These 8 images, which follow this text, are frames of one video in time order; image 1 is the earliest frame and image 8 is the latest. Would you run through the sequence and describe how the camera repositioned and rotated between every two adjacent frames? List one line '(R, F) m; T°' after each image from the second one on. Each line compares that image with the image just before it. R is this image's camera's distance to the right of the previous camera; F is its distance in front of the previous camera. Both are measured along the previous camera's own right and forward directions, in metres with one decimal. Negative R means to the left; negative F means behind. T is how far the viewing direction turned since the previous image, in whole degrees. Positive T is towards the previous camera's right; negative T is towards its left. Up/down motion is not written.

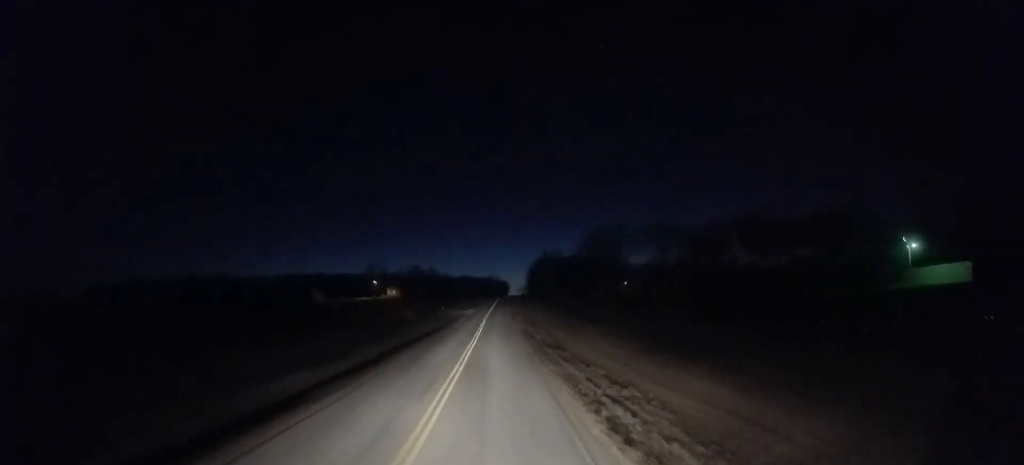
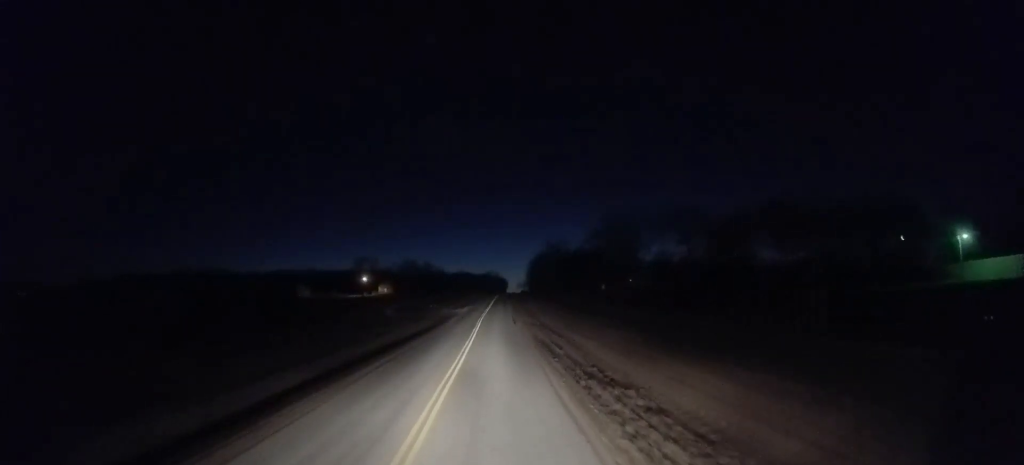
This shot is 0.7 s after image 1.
(-0.4, +14.6) m; 0°
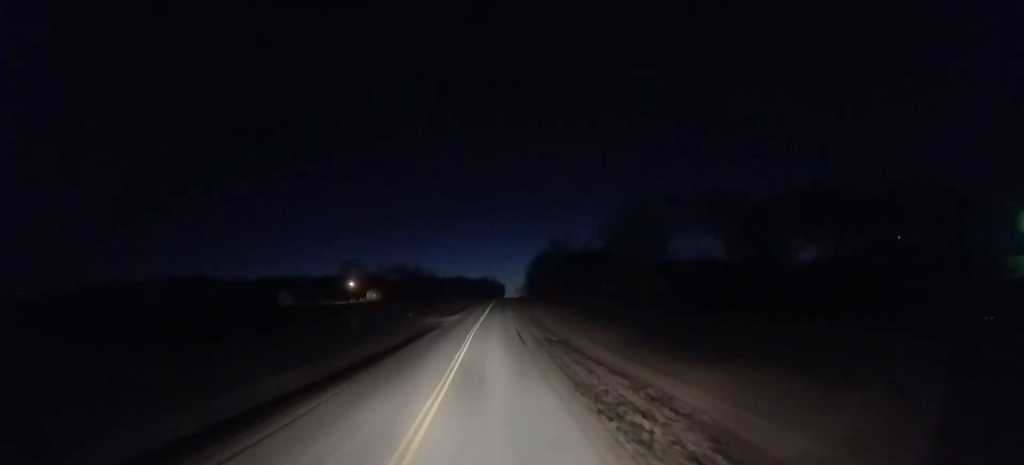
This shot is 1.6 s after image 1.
(+0.4, +16.7) m; +1°
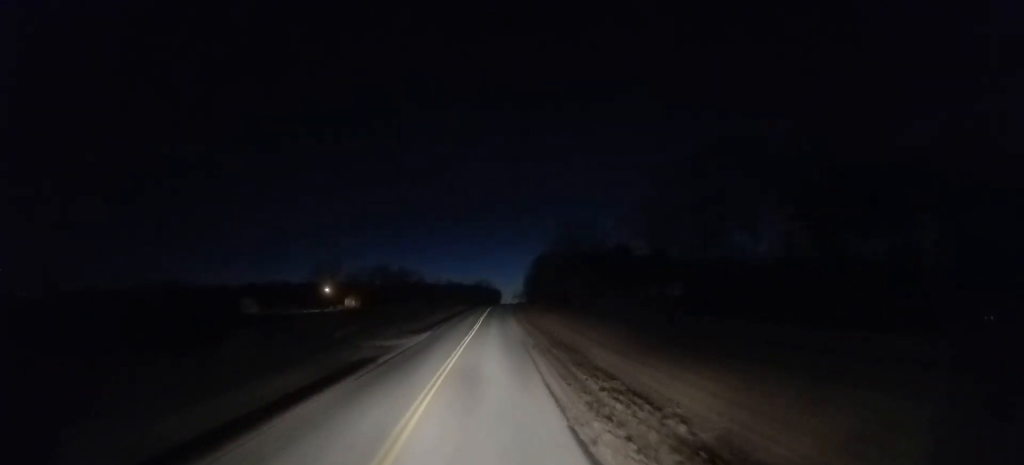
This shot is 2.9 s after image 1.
(+0.2, +26.6) m; 0°
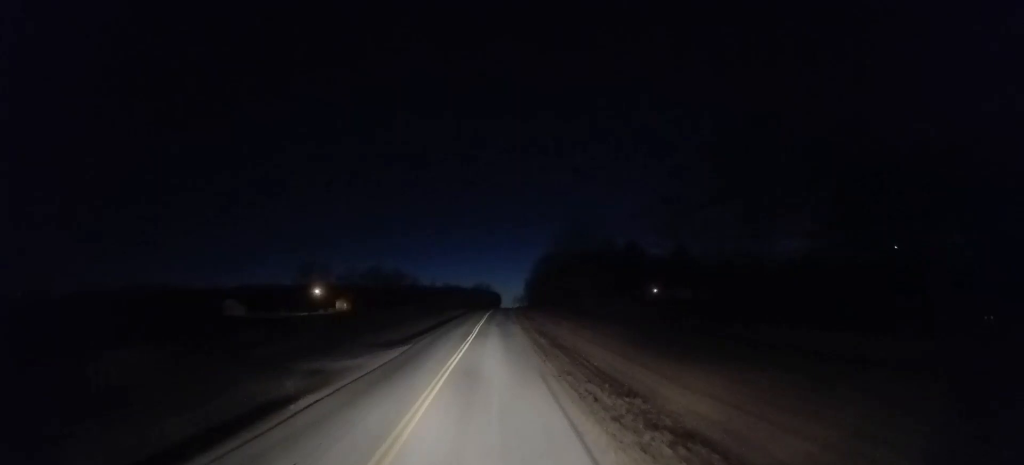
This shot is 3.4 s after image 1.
(0.0, +11.1) m; 0°
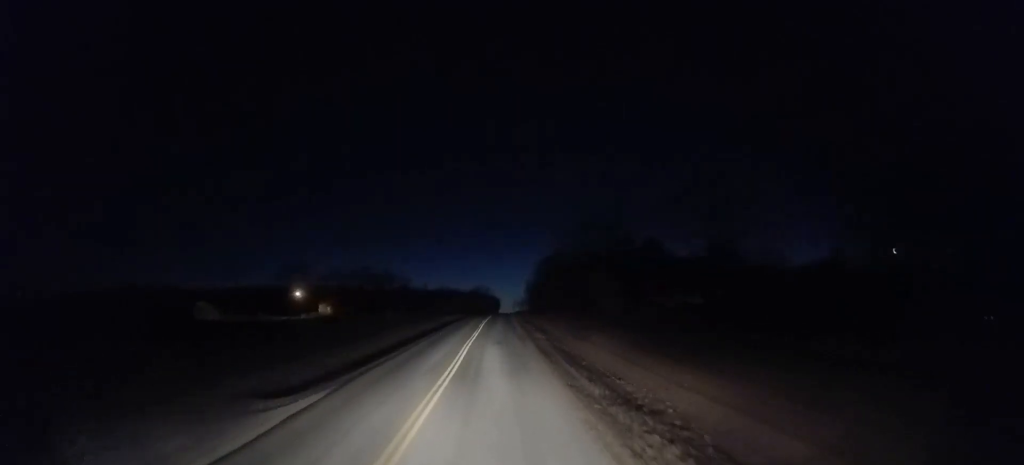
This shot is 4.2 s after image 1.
(0.0, +16.8) m; -1°
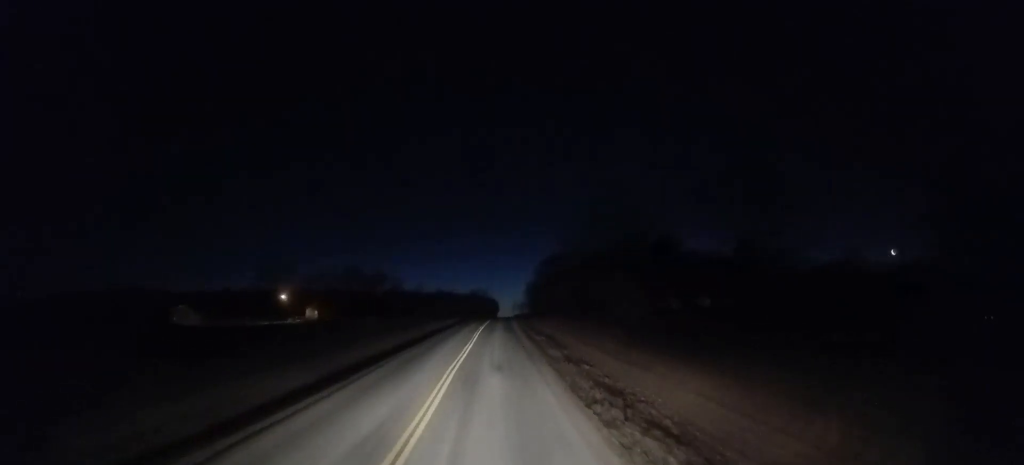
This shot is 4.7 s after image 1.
(+0.1, +10.5) m; -1°
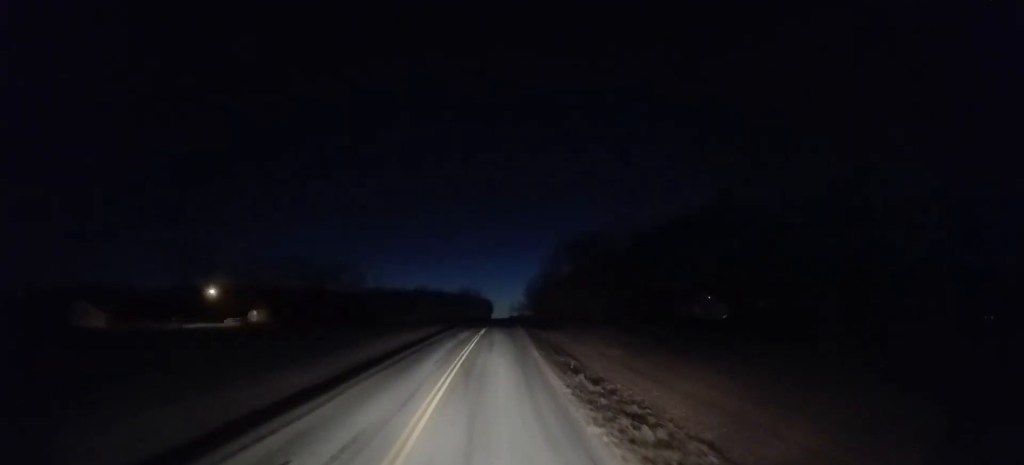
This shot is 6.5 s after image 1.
(-0.2, +38.5) m; +2°
